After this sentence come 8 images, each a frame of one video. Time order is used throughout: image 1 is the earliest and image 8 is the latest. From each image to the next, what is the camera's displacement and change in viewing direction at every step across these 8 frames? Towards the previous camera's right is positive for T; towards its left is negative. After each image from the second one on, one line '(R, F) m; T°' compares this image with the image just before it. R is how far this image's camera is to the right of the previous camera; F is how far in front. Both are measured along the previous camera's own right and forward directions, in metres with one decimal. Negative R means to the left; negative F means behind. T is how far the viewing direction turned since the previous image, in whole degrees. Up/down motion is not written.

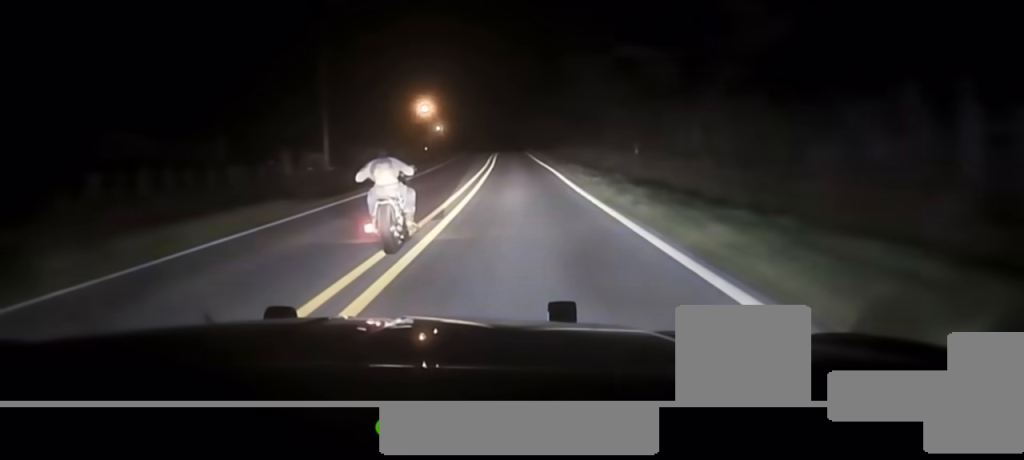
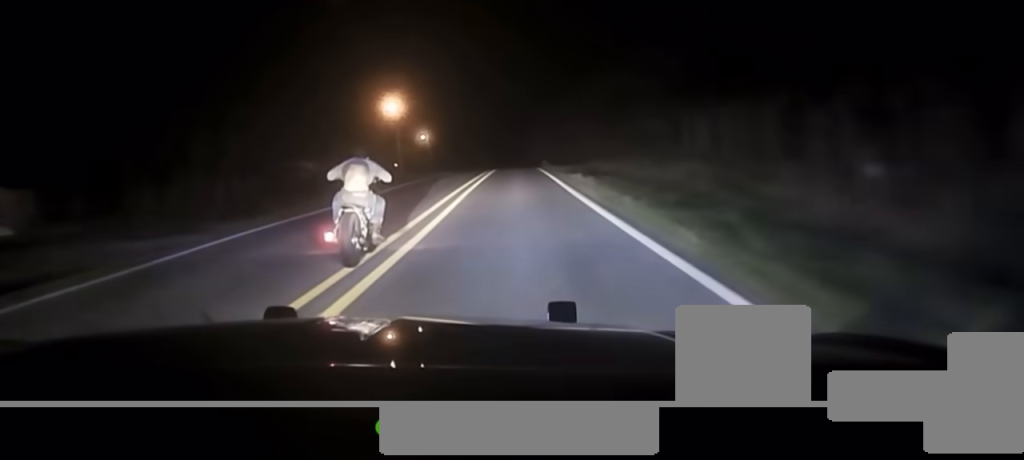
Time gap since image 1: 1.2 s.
(-0.3, +42.8) m; -1°
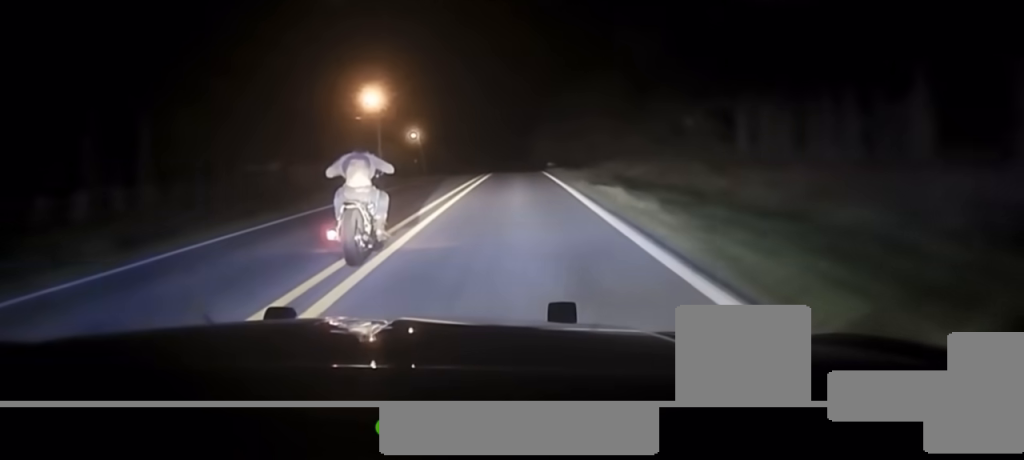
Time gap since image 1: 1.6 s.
(0.0, +15.3) m; 0°
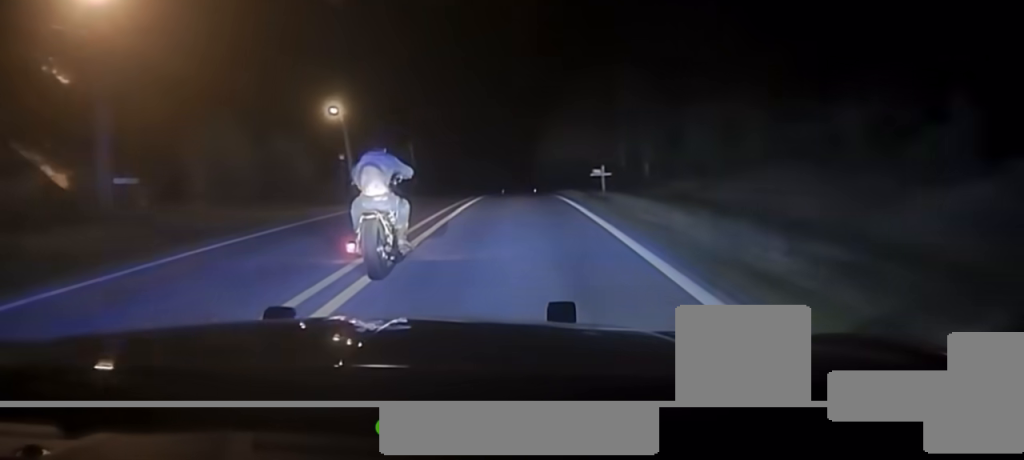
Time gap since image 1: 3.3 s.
(-0.1, +64.0) m; 0°
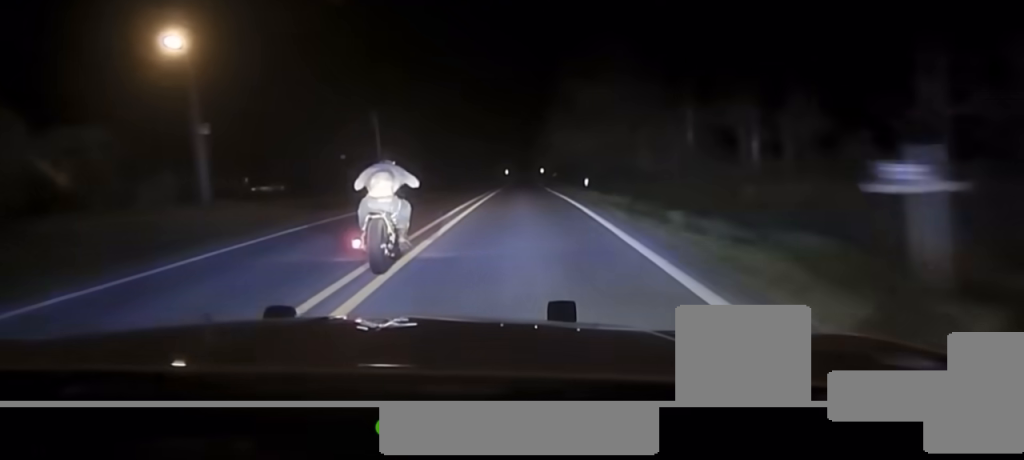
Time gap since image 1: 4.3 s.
(0.0, +36.8) m; 0°
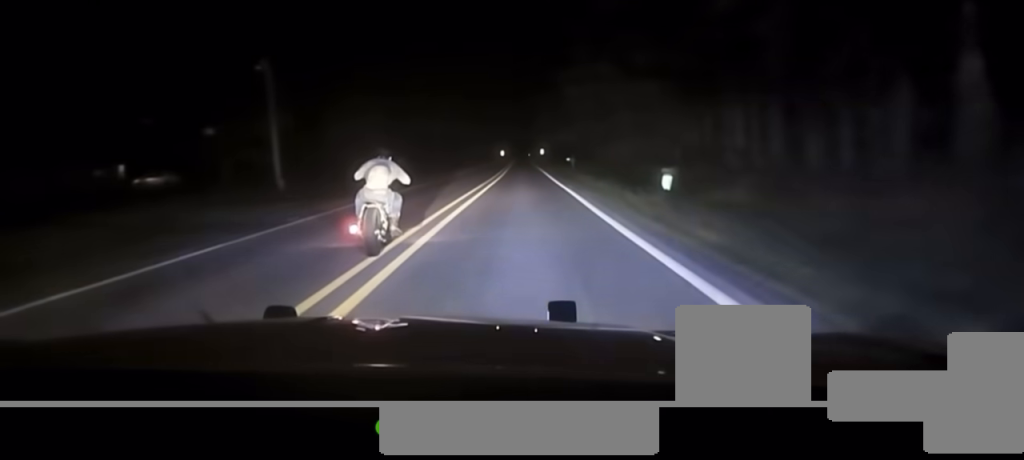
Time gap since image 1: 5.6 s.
(-0.2, +40.2) m; 0°
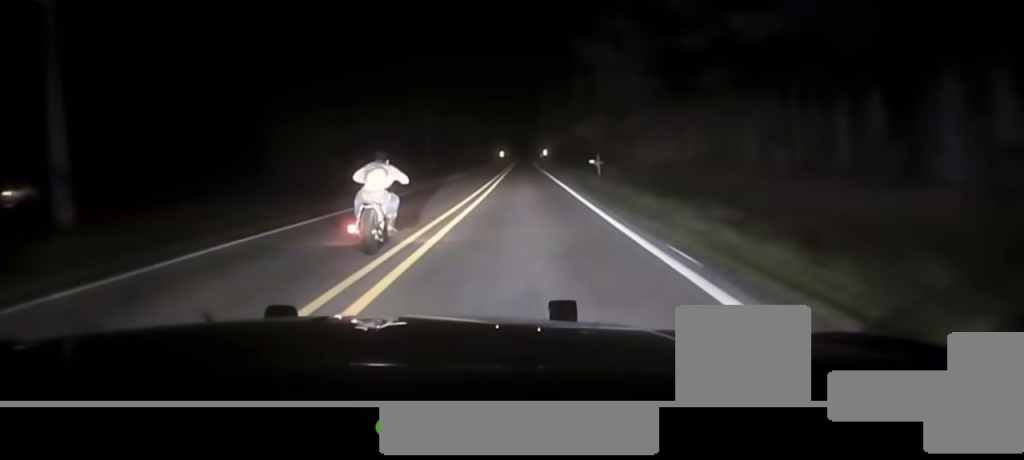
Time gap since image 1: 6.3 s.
(0.0, +23.4) m; 0°
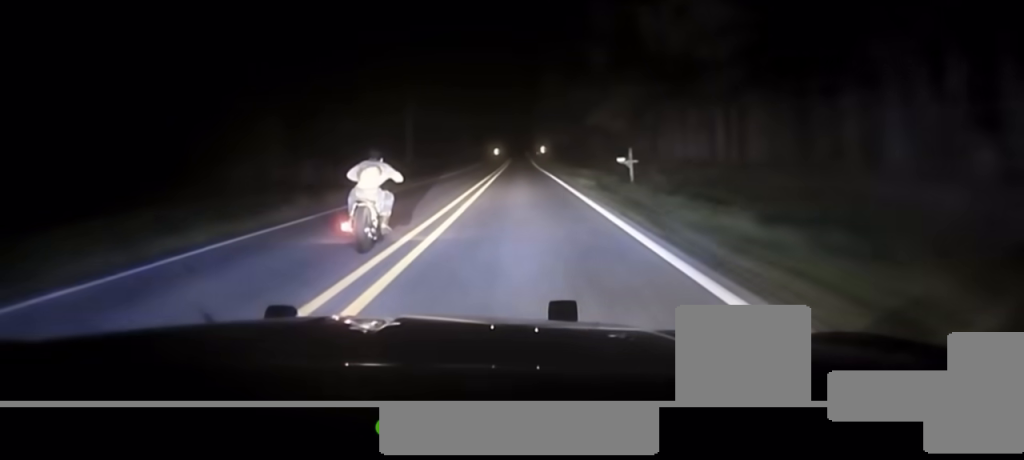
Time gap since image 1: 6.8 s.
(0.0, +16.6) m; 0°
